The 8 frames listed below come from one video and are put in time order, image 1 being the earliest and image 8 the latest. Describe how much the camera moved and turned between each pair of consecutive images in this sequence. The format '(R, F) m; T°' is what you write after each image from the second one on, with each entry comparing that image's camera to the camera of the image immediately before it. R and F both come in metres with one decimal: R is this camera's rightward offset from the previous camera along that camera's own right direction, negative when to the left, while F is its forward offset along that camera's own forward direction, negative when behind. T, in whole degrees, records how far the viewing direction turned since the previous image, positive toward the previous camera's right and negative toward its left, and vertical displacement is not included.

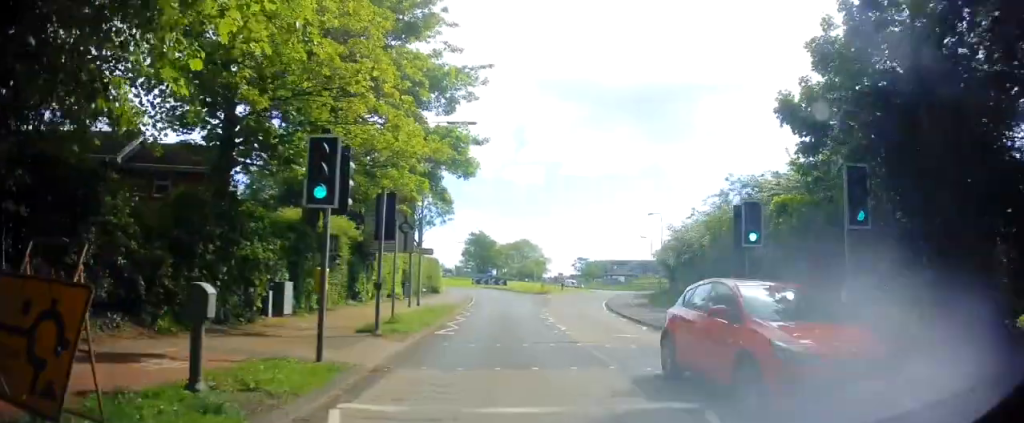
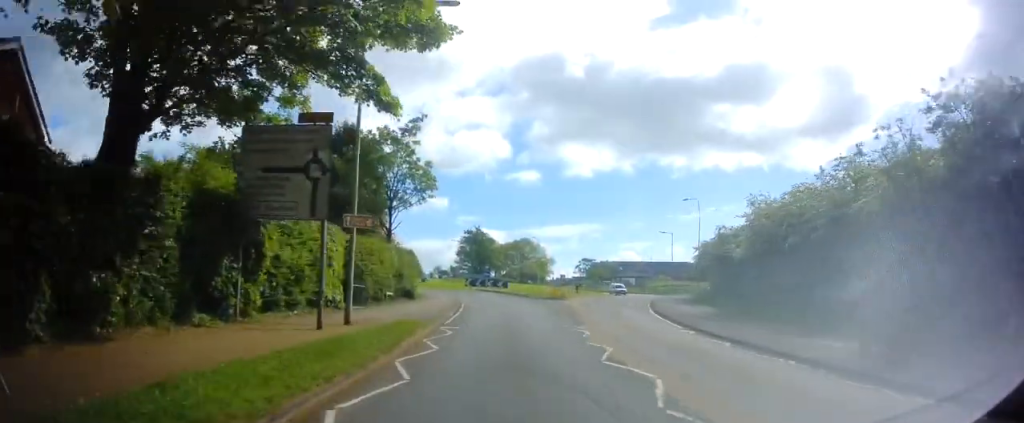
(-0.2, +14.3) m; 0°
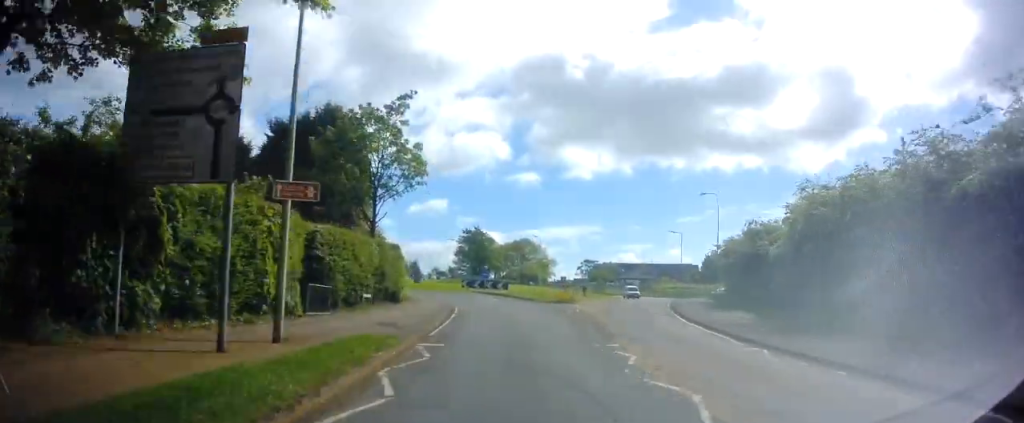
(-0.1, +5.3) m; +1°
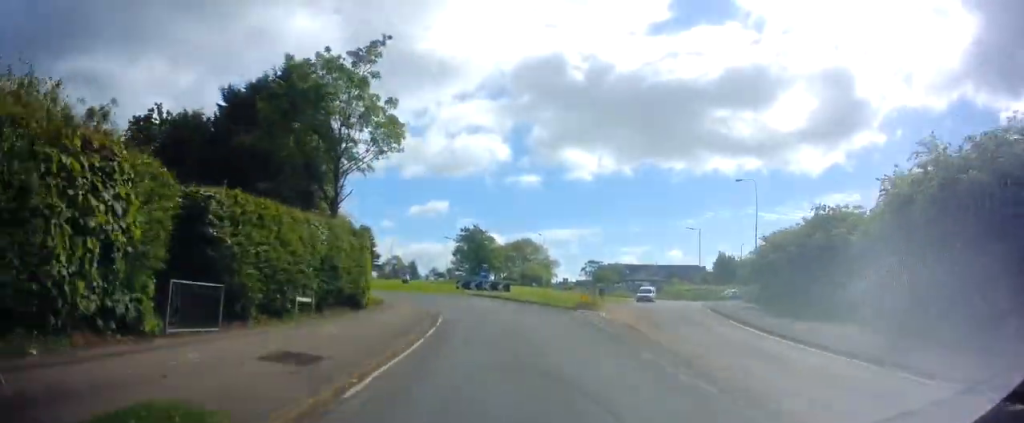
(+0.3, +8.3) m; -1°
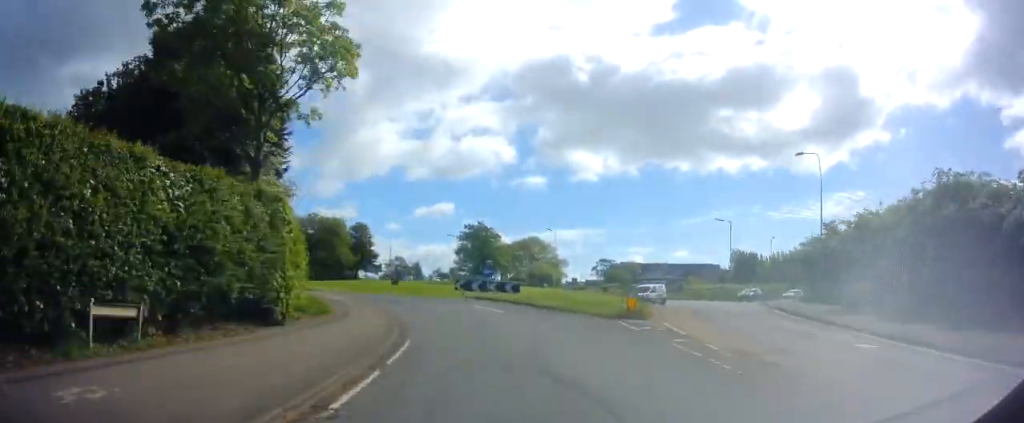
(-0.4, +9.1) m; -4°
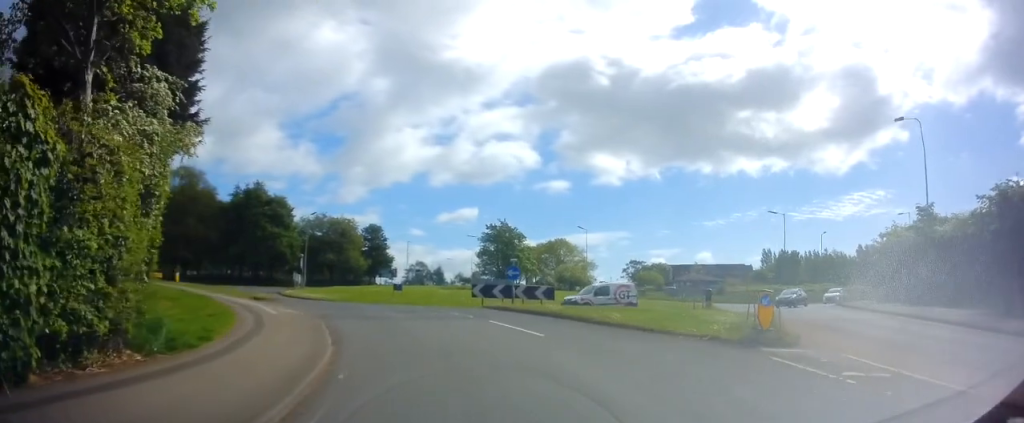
(-0.2, +9.0) m; -3°
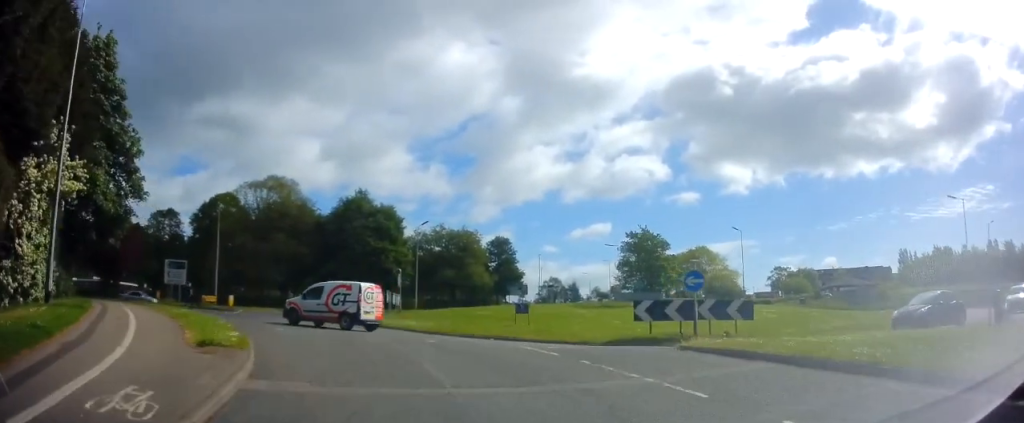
(-1.2, +12.3) m; -15°
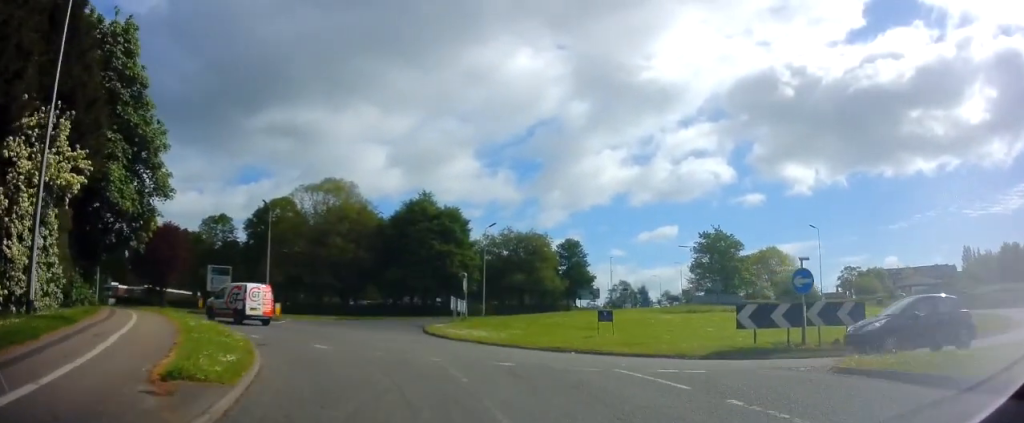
(-0.3, +3.8) m; -7°
